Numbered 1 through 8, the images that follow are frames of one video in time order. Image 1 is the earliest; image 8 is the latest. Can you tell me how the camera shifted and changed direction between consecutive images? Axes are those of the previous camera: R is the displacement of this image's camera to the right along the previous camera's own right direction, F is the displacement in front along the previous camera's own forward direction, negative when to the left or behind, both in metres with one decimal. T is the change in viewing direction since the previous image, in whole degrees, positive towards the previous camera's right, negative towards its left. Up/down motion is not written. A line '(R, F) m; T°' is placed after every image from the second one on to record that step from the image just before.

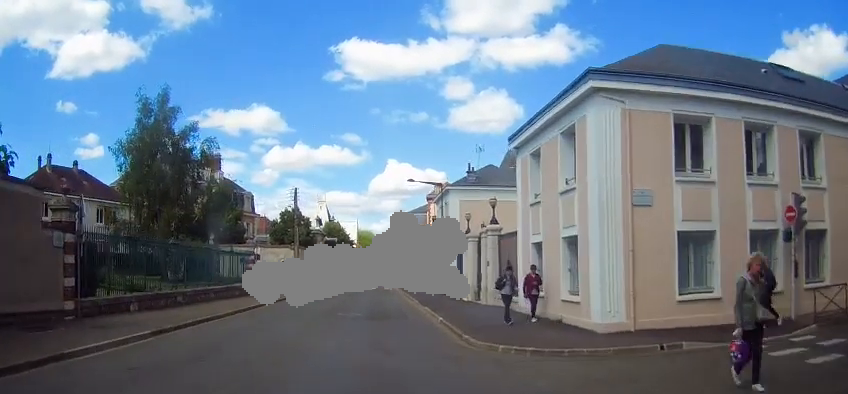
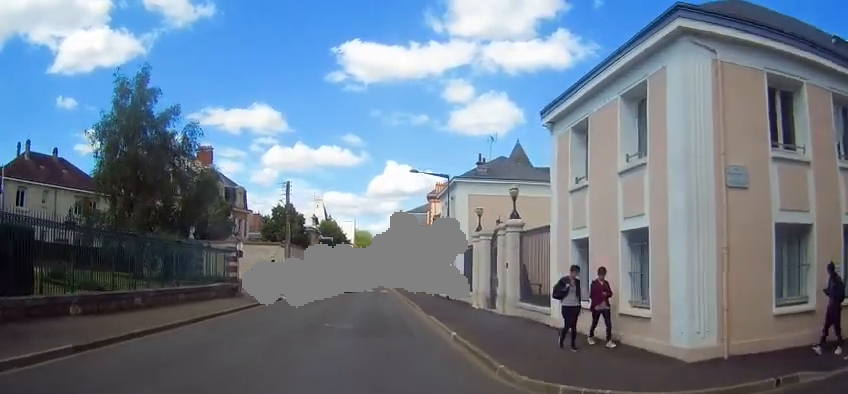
(+0.1, +3.9) m; 0°
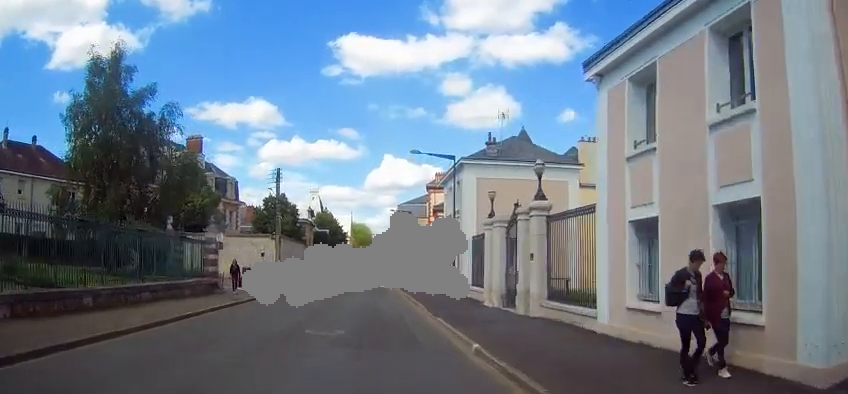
(+0.1, +3.5) m; -1°
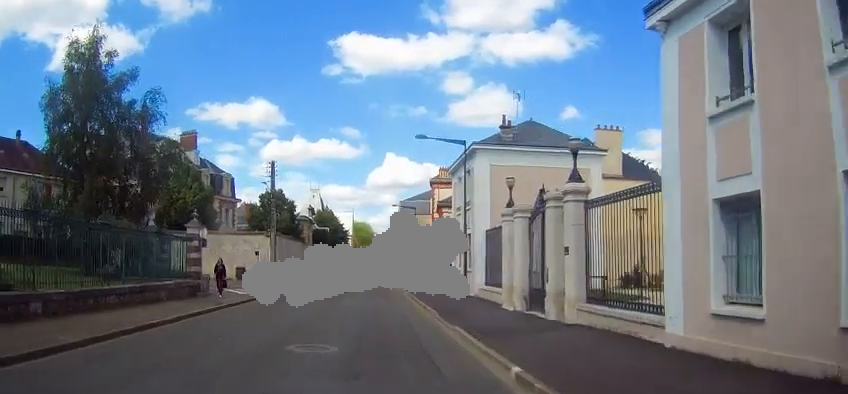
(-0.2, +3.0) m; -1°
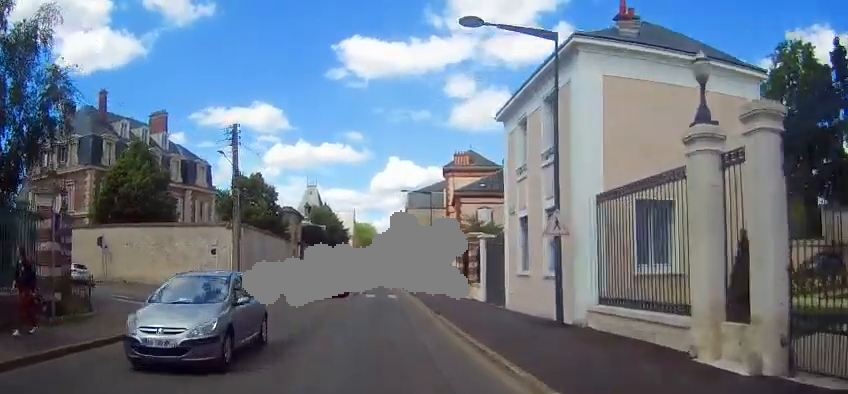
(-0.2, +12.7) m; -2°
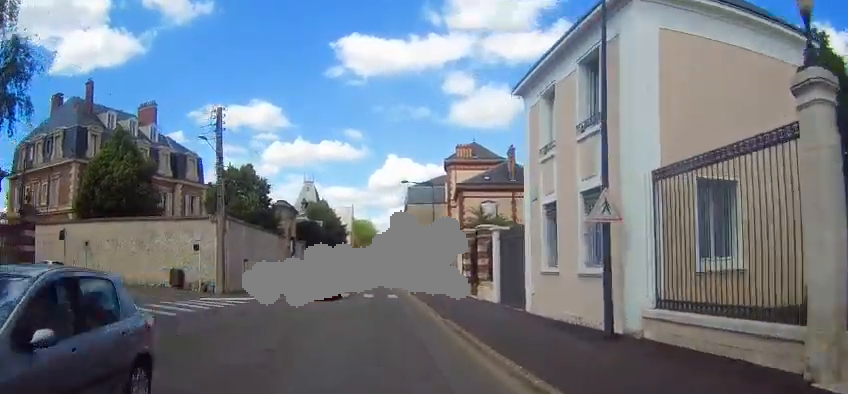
(-0.2, +2.9) m; 0°
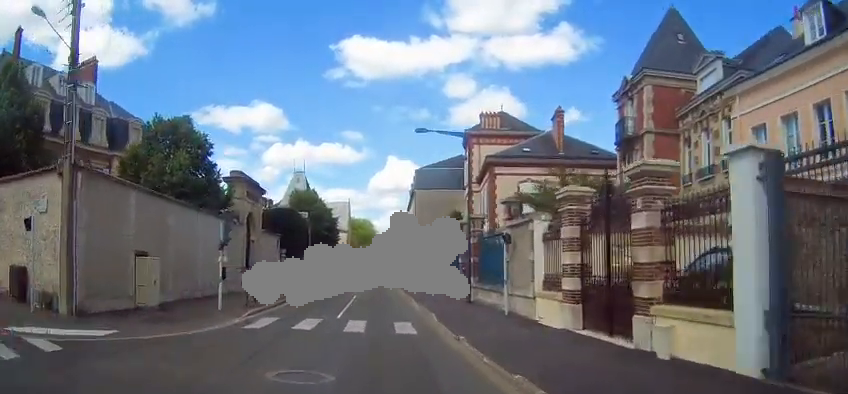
(+0.6, +15.0) m; +2°
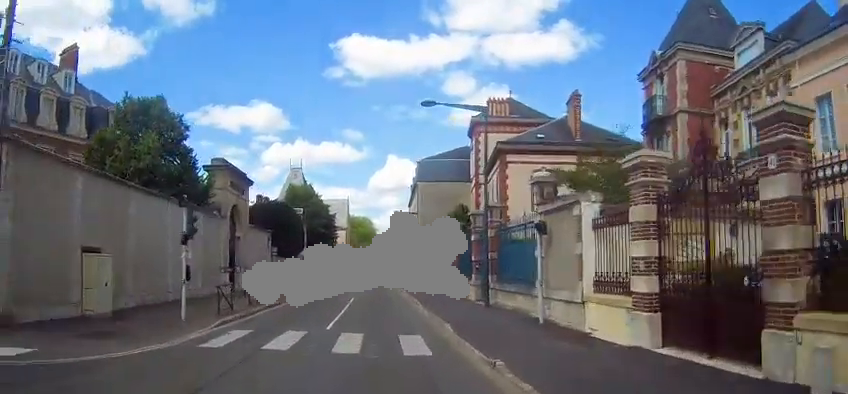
(0.0, +3.7) m; +1°
